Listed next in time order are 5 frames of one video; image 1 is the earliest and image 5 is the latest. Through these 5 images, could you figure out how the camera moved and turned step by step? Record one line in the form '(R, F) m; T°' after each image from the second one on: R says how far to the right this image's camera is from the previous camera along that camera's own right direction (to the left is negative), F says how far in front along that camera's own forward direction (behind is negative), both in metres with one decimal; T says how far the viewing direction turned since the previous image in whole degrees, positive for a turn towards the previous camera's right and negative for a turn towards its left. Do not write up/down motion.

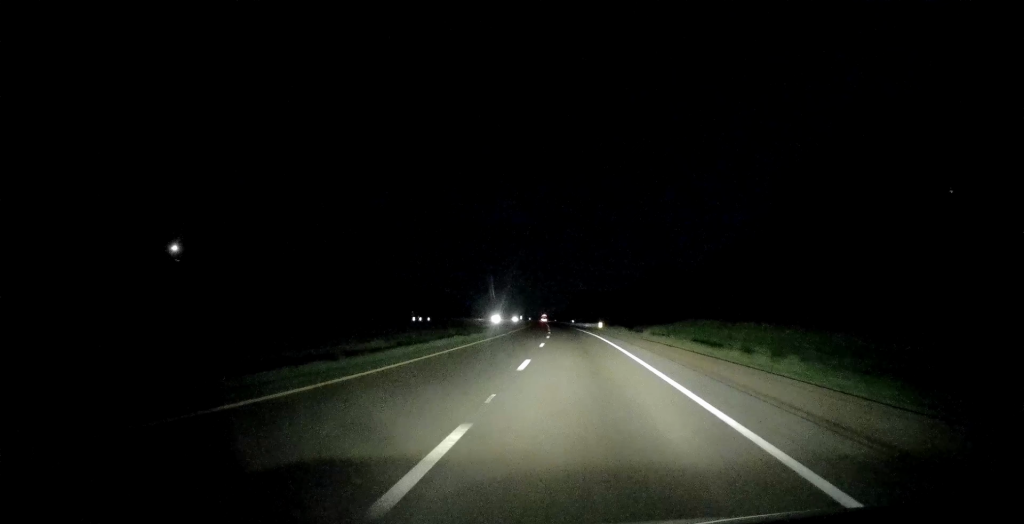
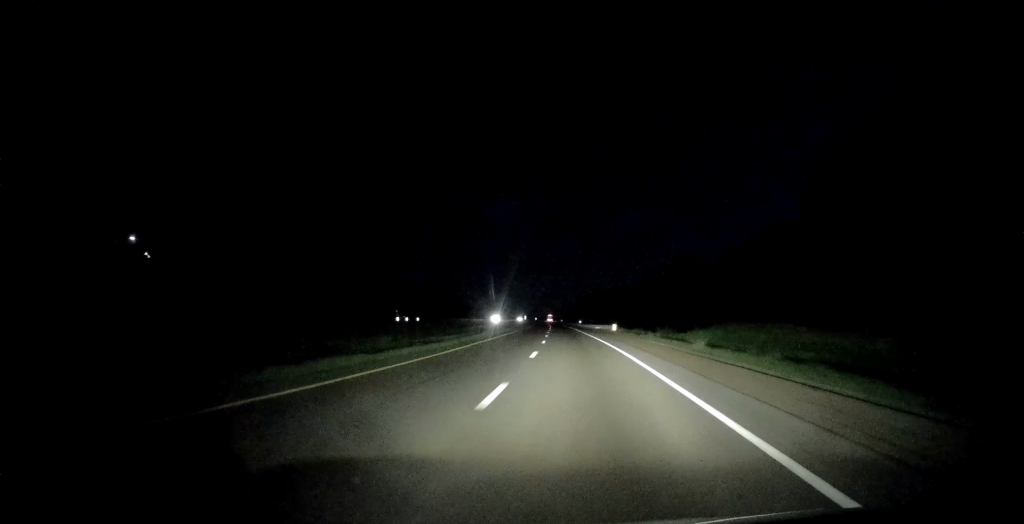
(0.0, +19.0) m; 0°
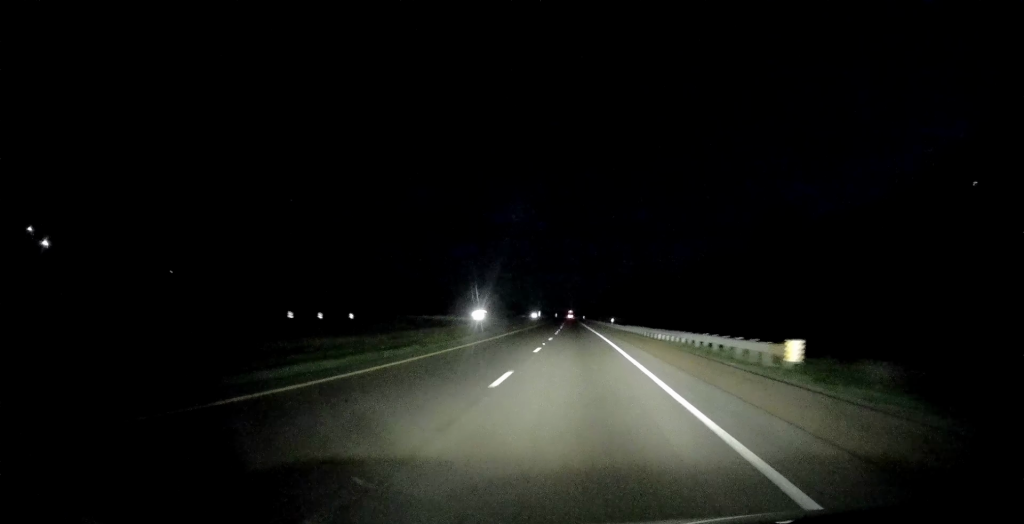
(-1.1, +57.8) m; -2°
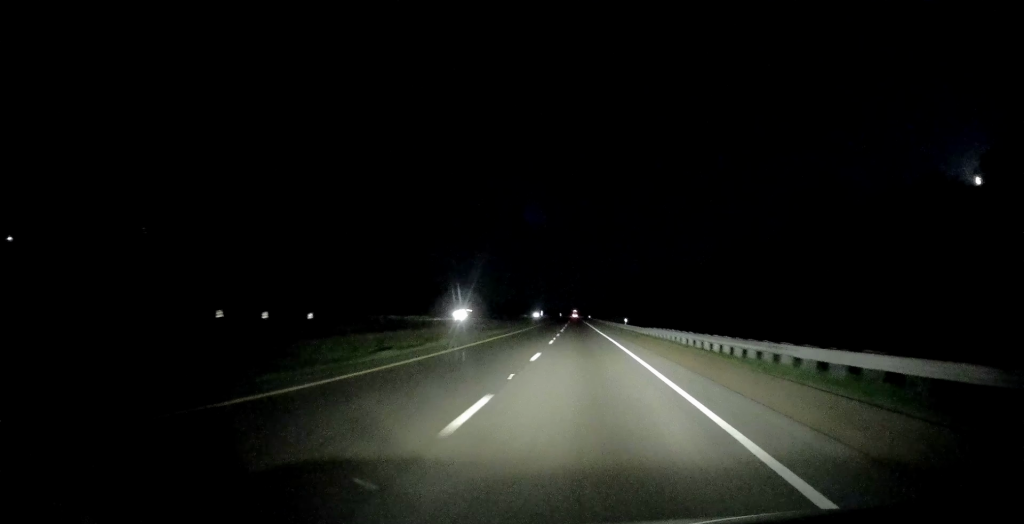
(+0.1, +16.9) m; -1°
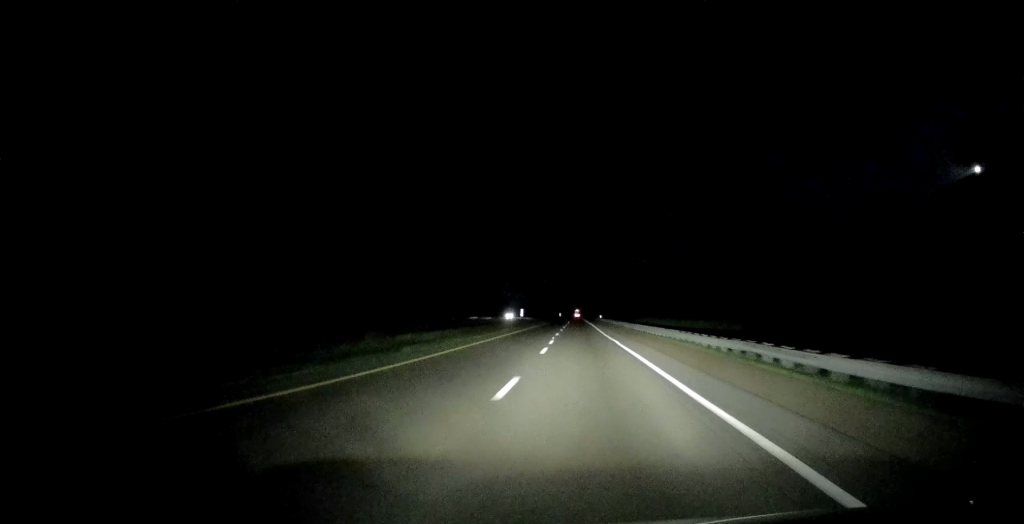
(-2.1, +94.6) m; -2°
